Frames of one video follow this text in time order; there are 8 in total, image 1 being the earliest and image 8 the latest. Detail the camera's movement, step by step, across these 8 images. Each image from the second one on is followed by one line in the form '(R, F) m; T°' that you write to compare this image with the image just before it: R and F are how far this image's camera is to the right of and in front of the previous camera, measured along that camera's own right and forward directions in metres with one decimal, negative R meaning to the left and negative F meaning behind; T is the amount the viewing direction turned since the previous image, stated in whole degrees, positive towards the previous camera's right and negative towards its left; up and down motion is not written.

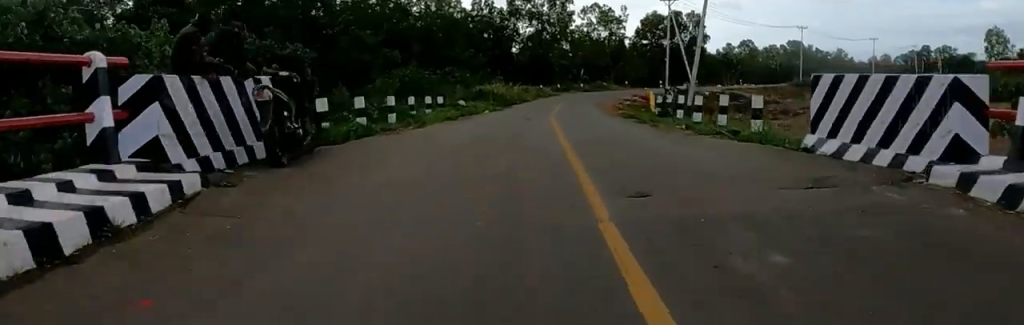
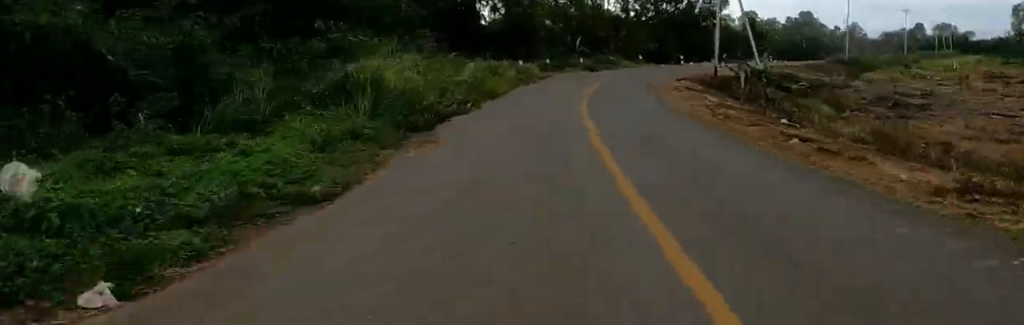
(+0.5, +22.7) m; +2°
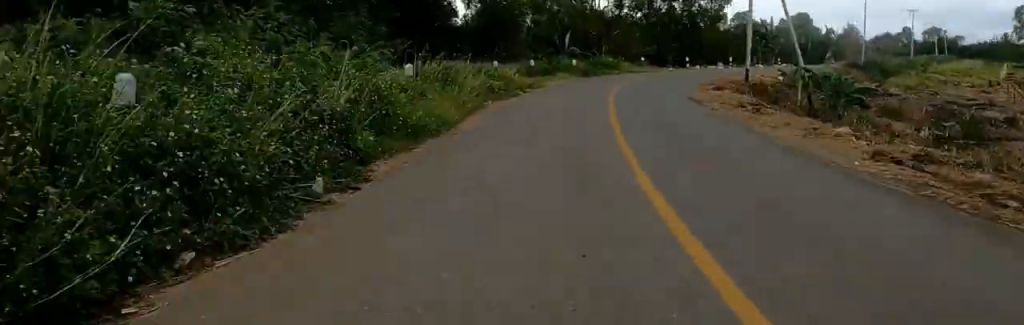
(+0.5, +8.6) m; +5°
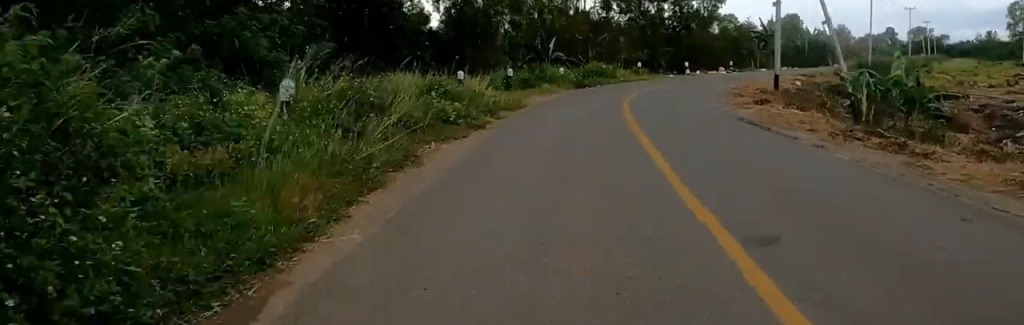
(+0.3, +6.3) m; +3°
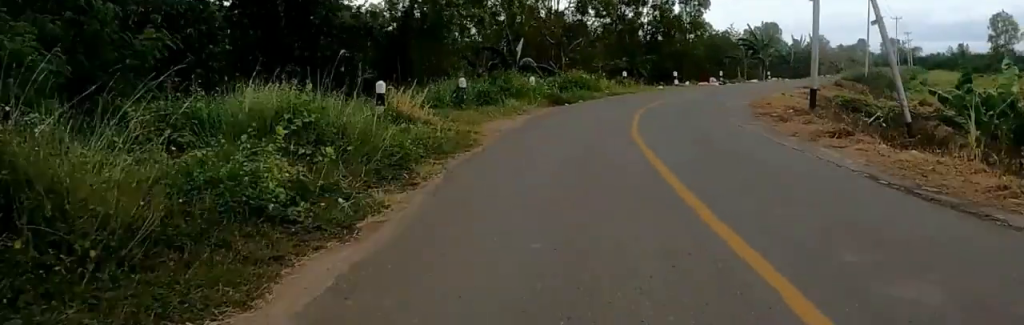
(0.0, +6.4) m; +2°
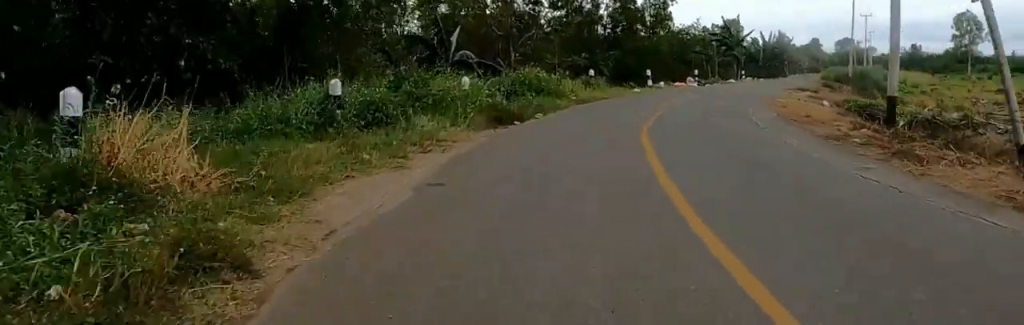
(+0.2, +6.9) m; +5°
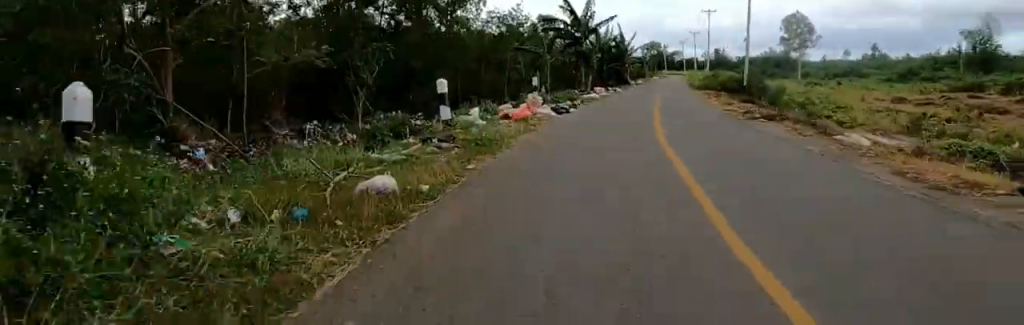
(+3.6, +20.0) m; +19°
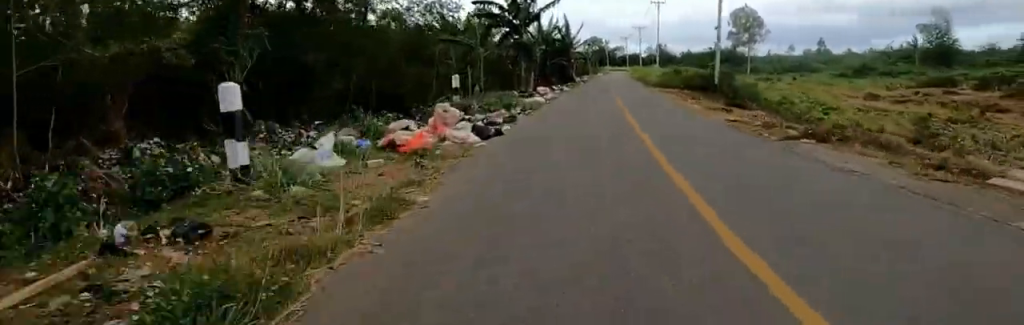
(+0.8, +6.7) m; +1°
